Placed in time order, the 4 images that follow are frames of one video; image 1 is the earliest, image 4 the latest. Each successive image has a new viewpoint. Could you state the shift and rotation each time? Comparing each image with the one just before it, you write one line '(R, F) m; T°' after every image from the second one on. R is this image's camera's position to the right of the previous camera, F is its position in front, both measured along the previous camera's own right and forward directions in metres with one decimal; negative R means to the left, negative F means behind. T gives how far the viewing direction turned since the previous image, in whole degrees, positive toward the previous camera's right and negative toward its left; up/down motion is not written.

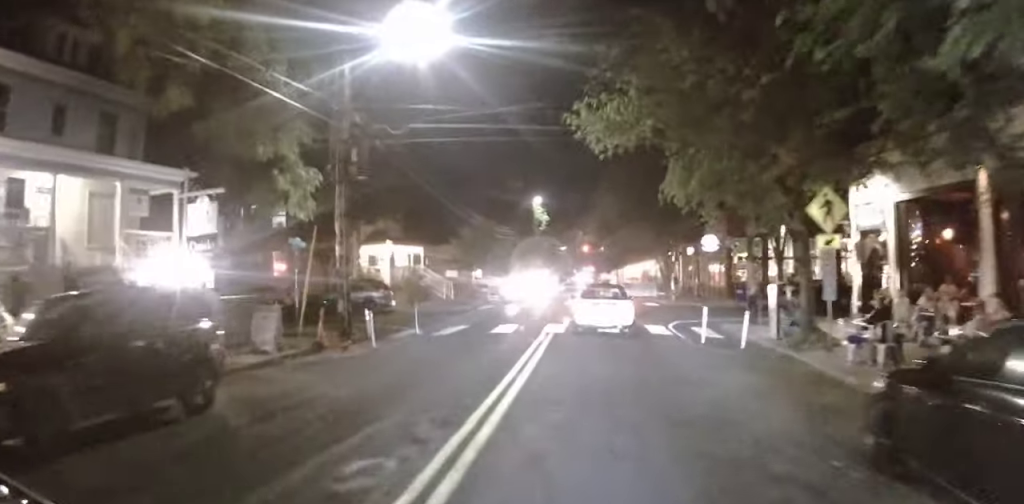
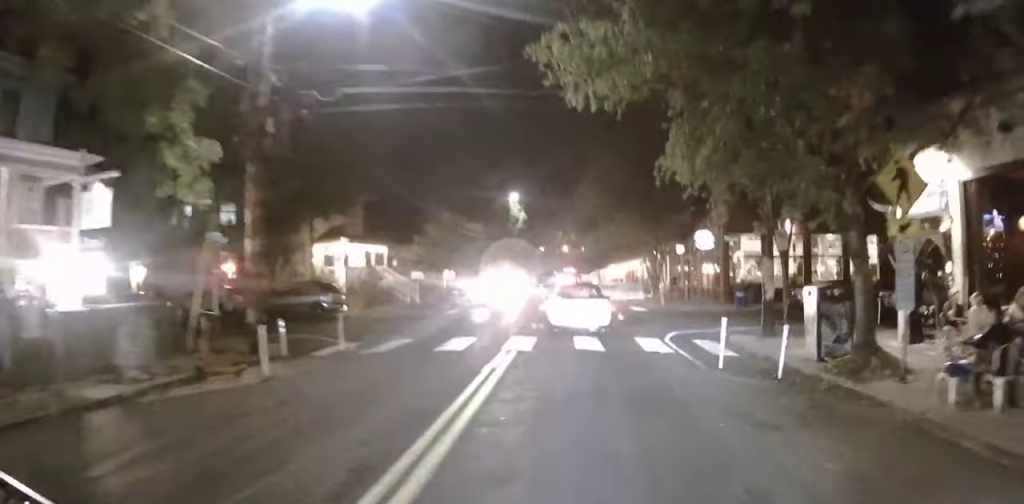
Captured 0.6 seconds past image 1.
(0.0, +4.3) m; 0°
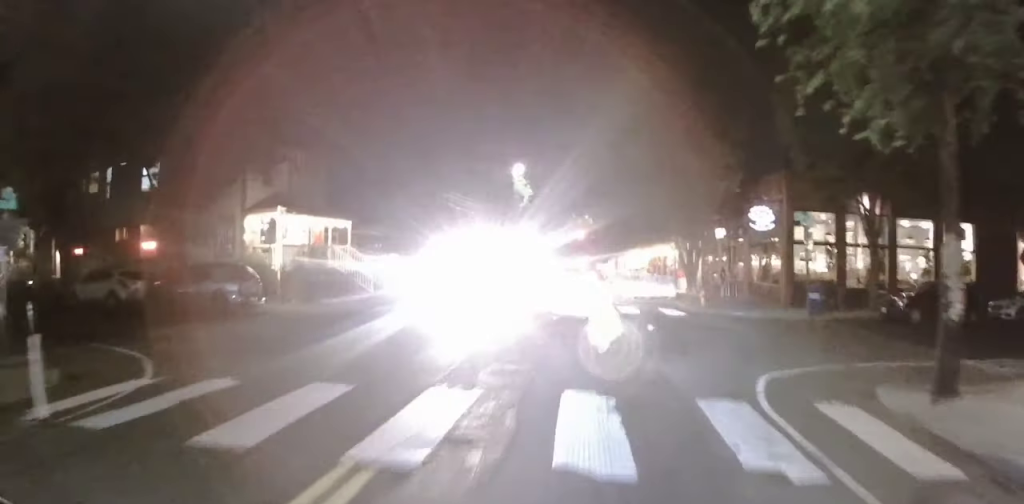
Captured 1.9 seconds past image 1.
(0.0, +8.9) m; 0°
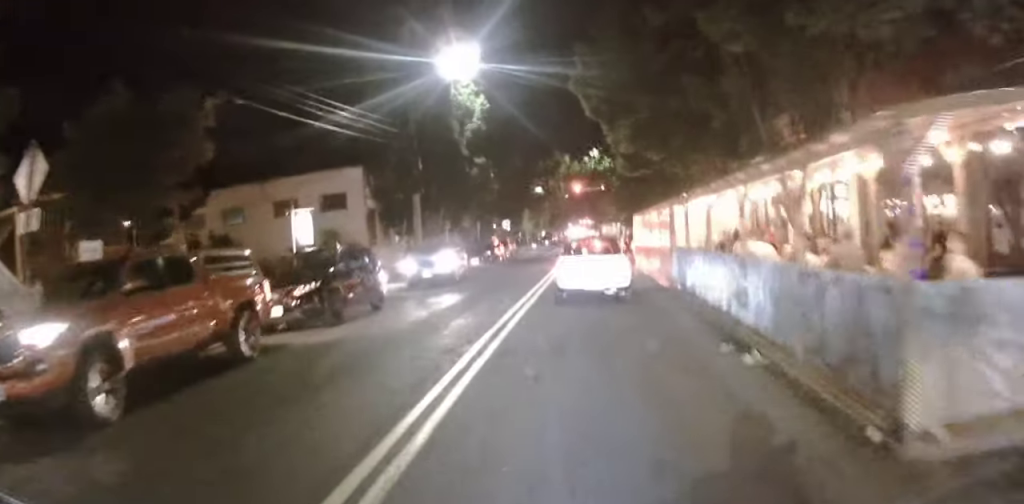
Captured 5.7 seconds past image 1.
(-0.3, +24.9) m; -5°
